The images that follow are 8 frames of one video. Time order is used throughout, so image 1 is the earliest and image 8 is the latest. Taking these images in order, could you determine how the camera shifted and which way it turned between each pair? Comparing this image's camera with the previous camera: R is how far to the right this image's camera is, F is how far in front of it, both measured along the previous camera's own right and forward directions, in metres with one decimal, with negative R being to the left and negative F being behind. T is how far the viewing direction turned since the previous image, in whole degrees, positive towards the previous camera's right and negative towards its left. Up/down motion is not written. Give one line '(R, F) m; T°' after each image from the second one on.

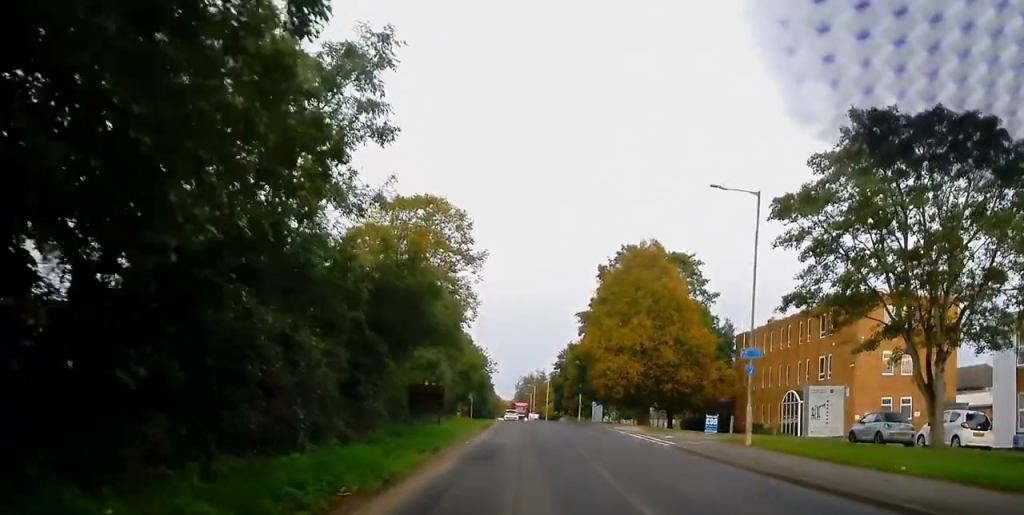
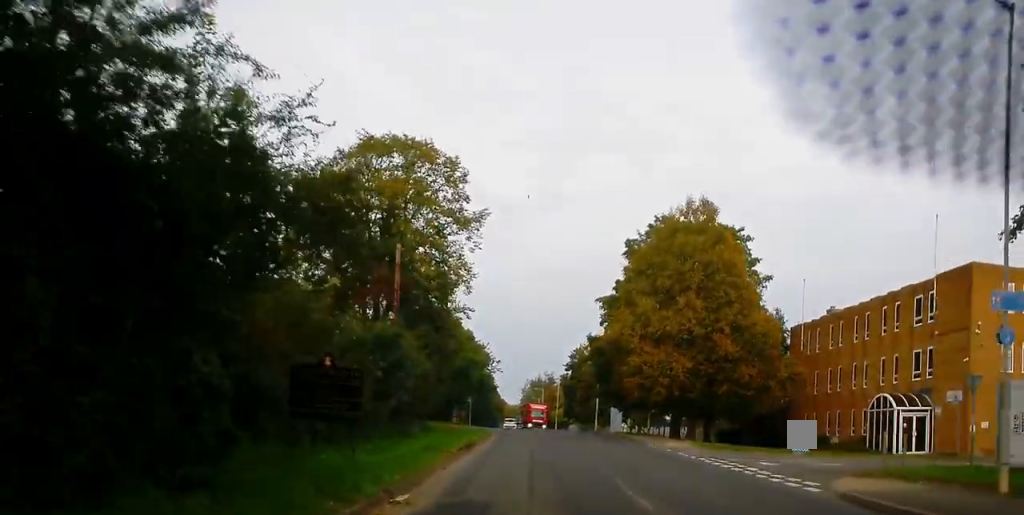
(-0.3, +14.0) m; 0°
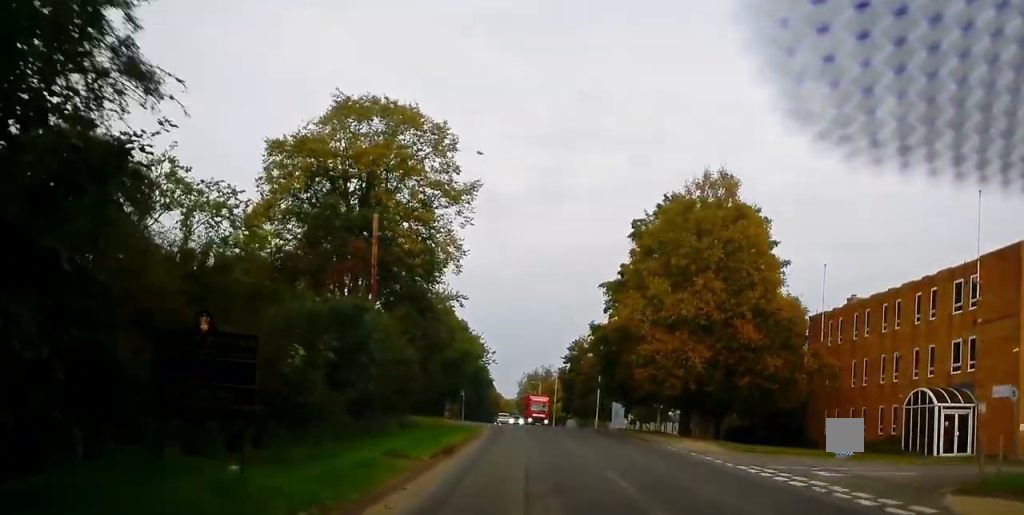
(+0.2, +4.8) m; +1°
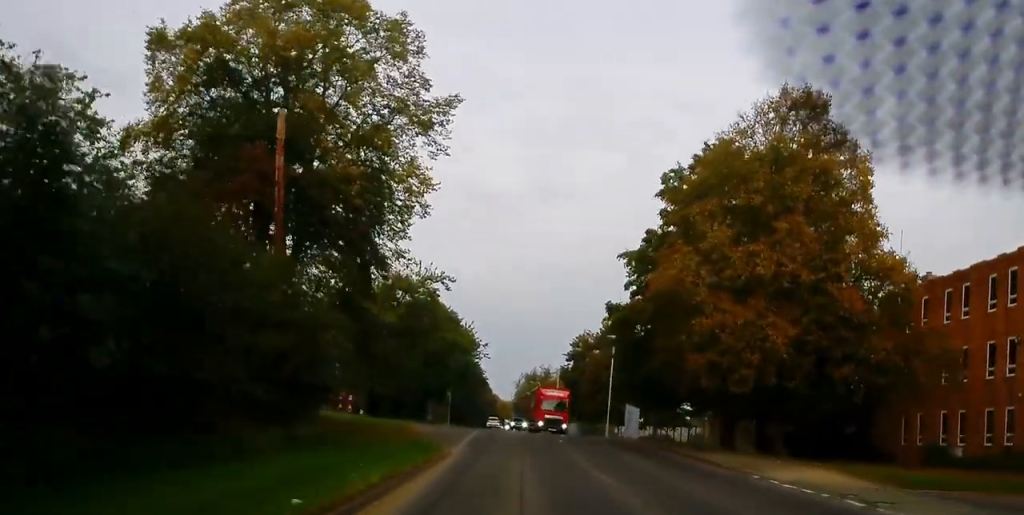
(+0.2, +12.3) m; -2°
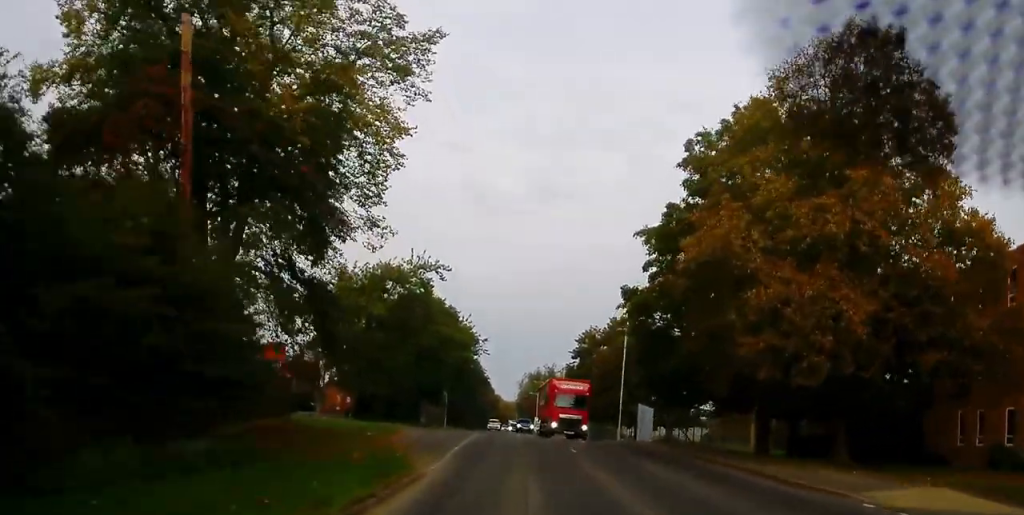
(-0.1, +5.7) m; -1°
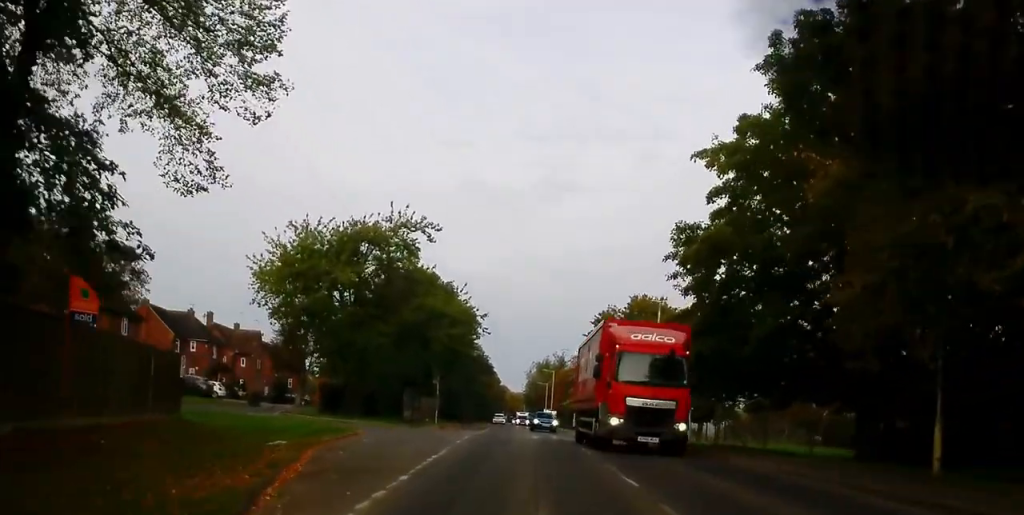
(-0.2, +11.4) m; +1°
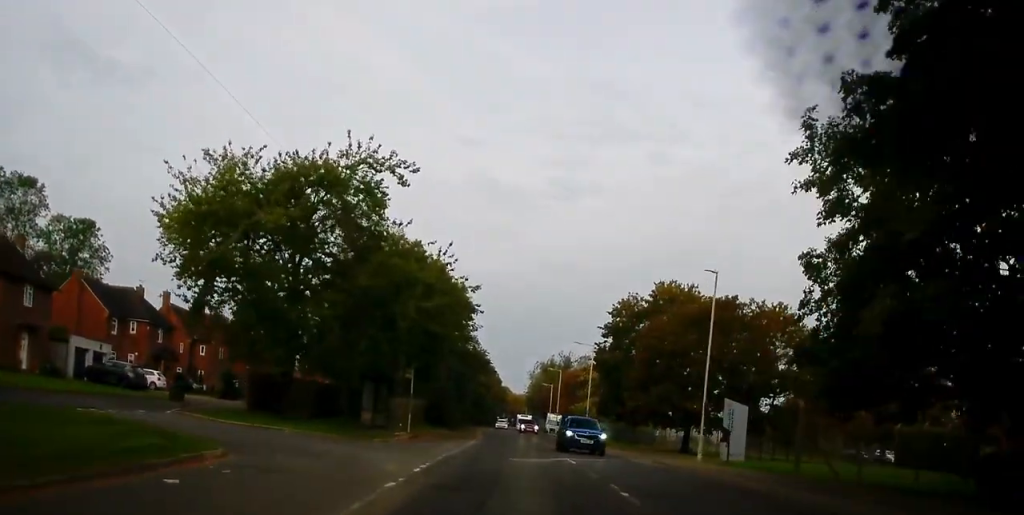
(+0.5, +12.8) m; 0°
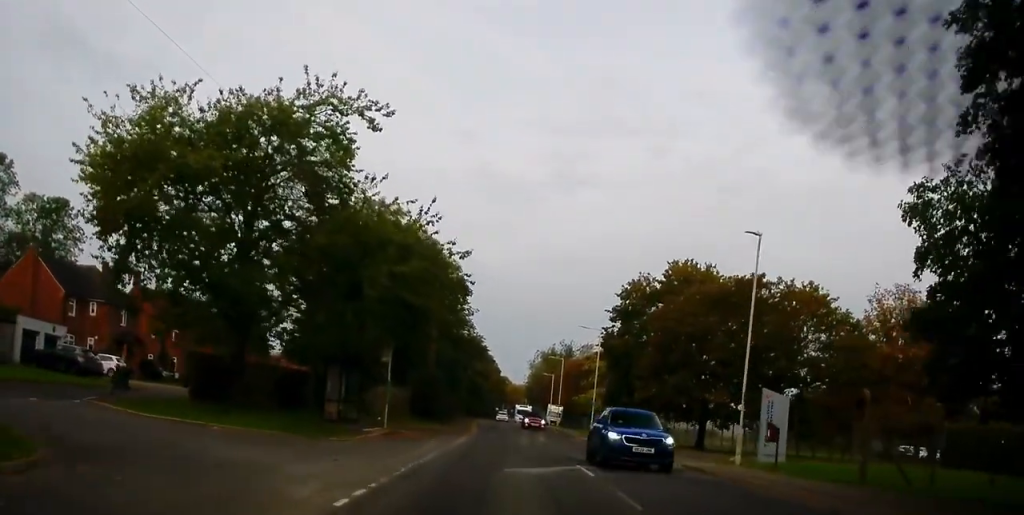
(0.0, +6.3) m; -1°
